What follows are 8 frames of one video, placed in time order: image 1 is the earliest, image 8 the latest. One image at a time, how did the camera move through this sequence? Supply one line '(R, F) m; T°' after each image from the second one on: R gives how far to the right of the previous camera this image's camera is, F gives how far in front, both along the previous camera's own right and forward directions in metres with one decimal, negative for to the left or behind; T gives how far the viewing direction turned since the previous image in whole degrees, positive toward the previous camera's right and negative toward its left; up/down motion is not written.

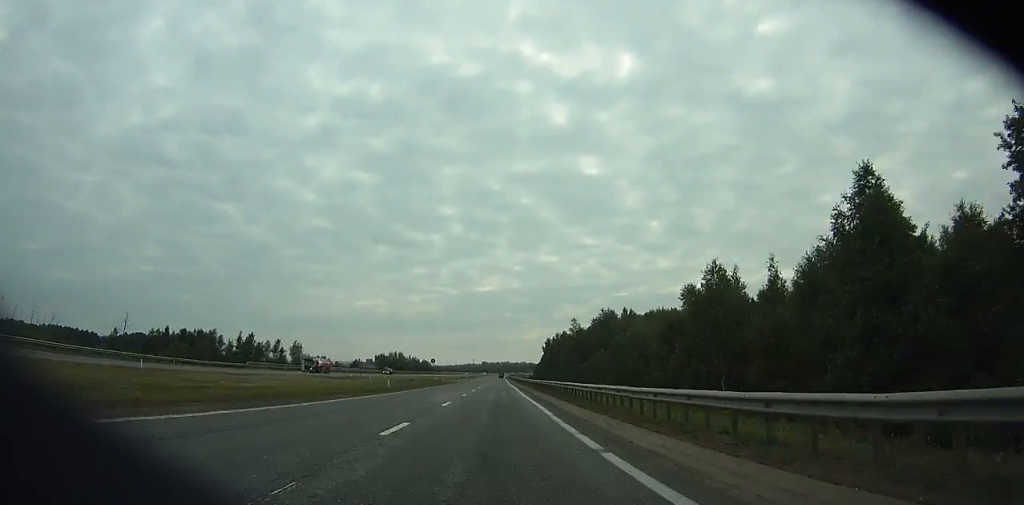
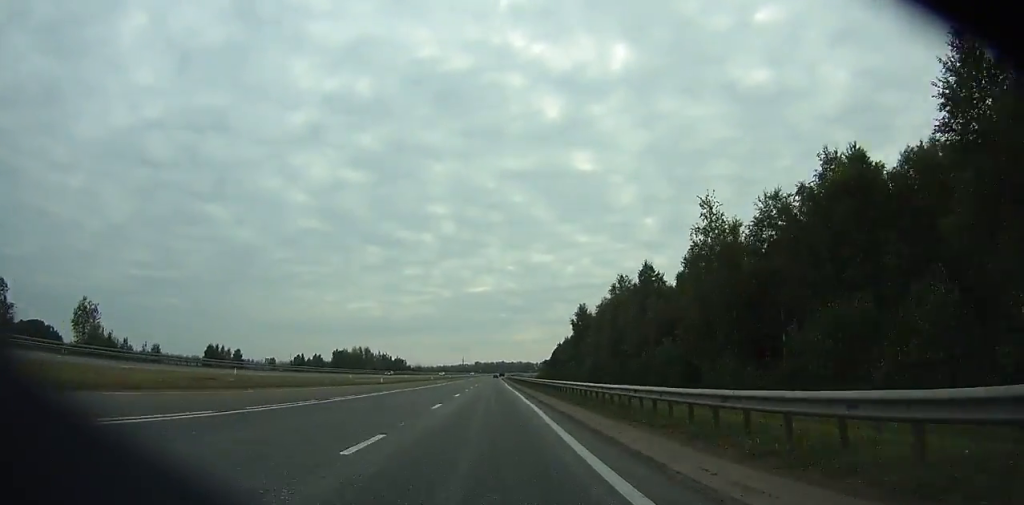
(+3.2, +99.8) m; +3°
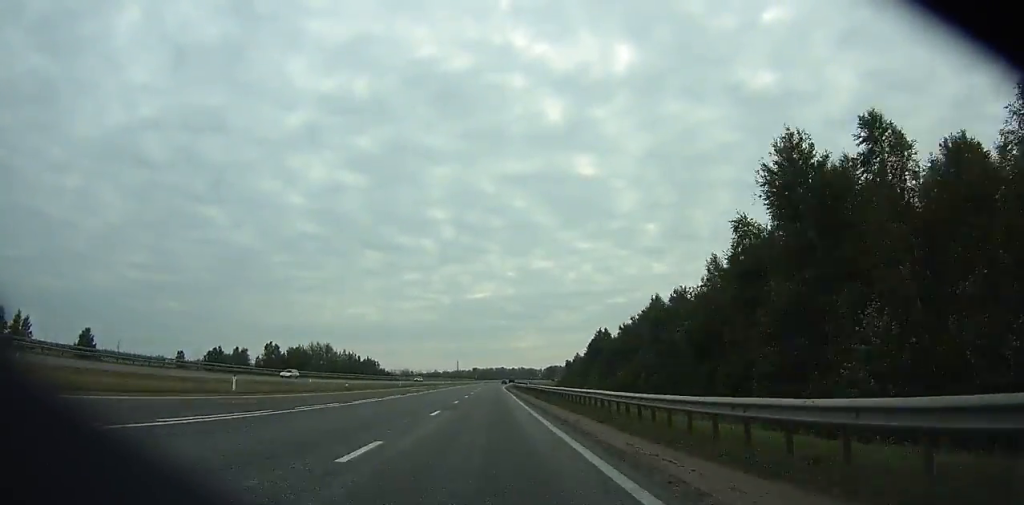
(+0.2, +84.7) m; 0°
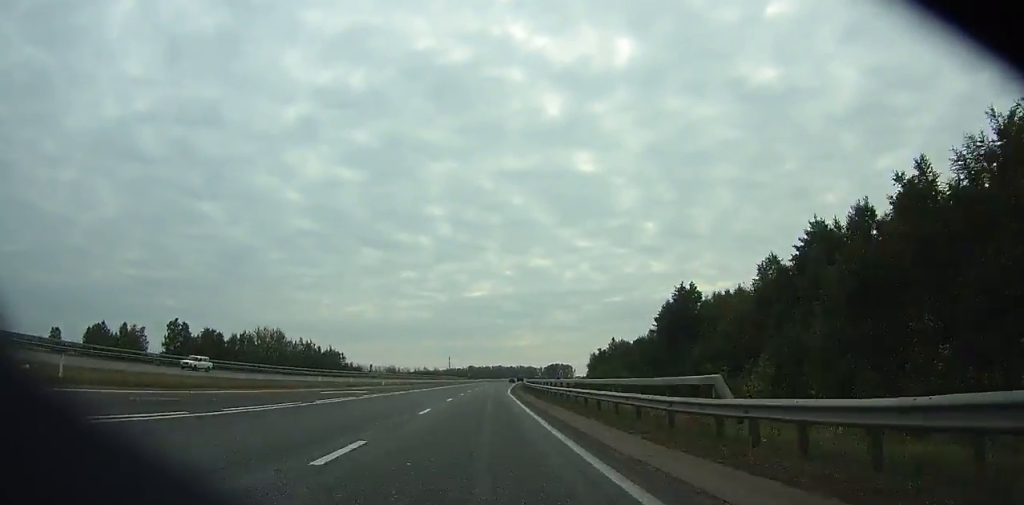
(+0.1, +60.6) m; 0°
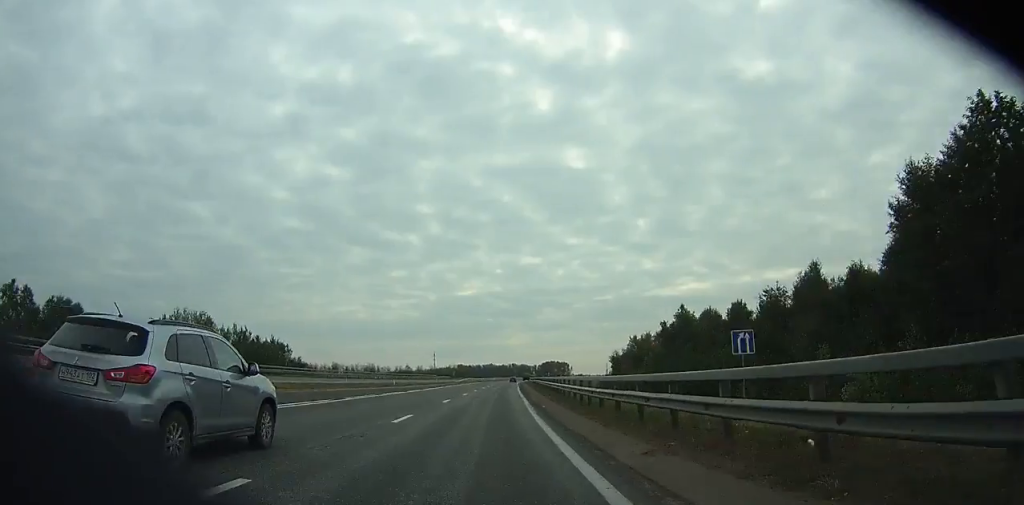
(+0.1, +52.3) m; +1°
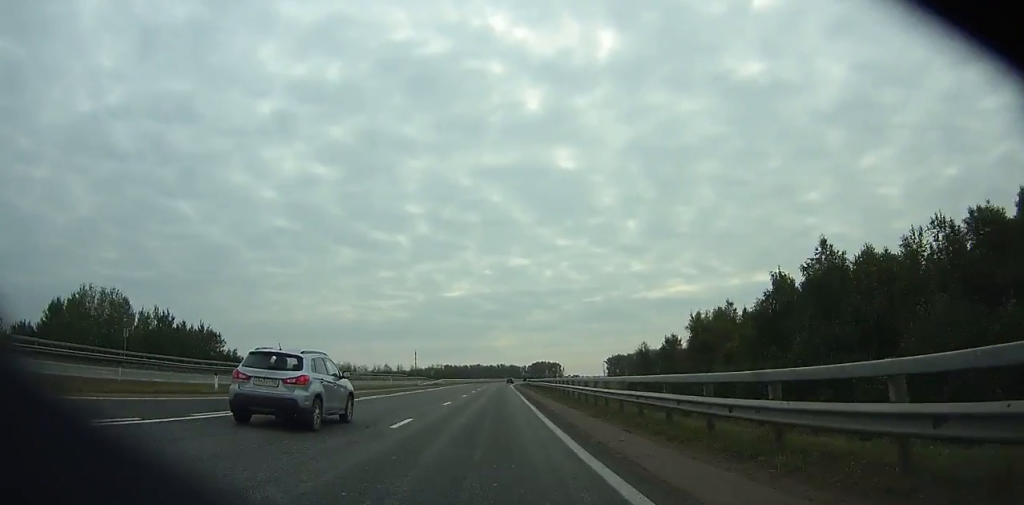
(-0.2, +37.3) m; +1°
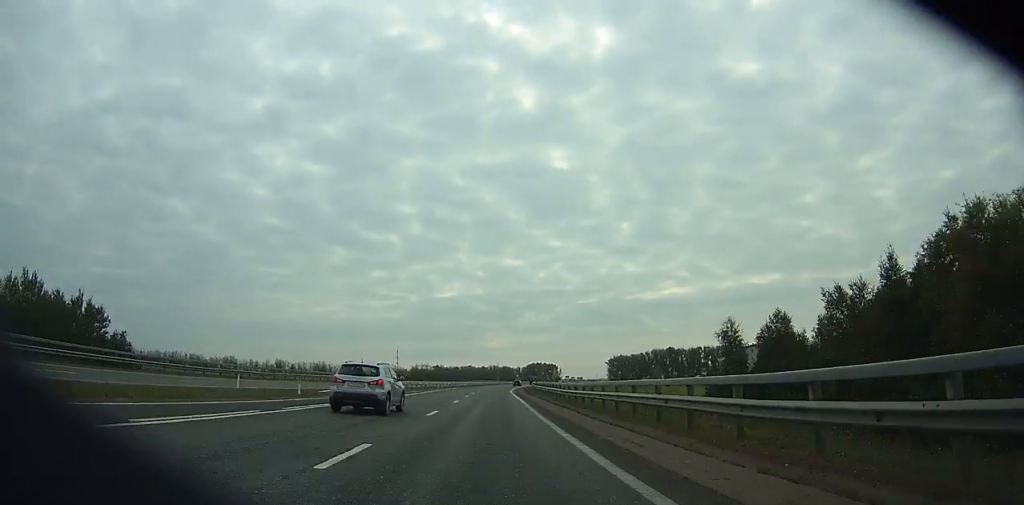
(+0.8, +42.0) m; +1°
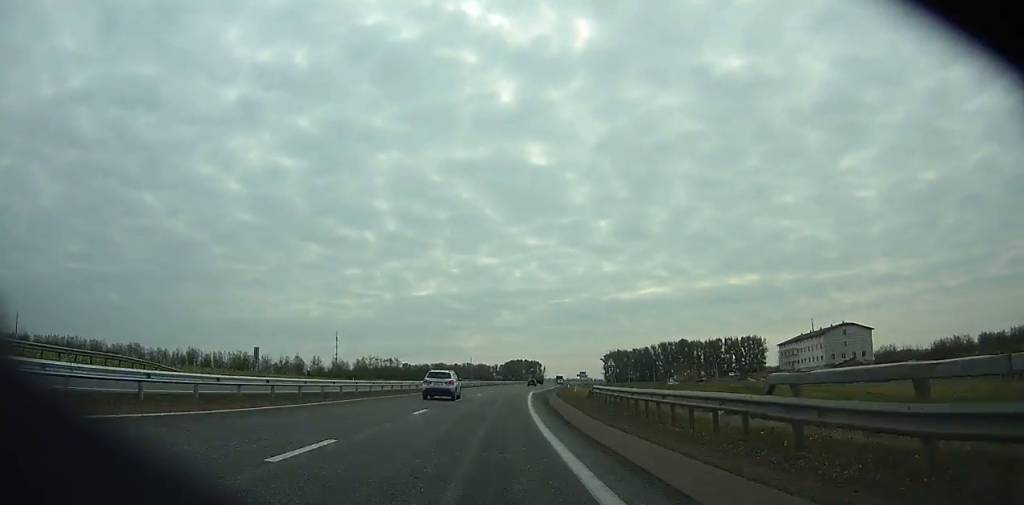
(+1.4, +84.0) m; +3°
